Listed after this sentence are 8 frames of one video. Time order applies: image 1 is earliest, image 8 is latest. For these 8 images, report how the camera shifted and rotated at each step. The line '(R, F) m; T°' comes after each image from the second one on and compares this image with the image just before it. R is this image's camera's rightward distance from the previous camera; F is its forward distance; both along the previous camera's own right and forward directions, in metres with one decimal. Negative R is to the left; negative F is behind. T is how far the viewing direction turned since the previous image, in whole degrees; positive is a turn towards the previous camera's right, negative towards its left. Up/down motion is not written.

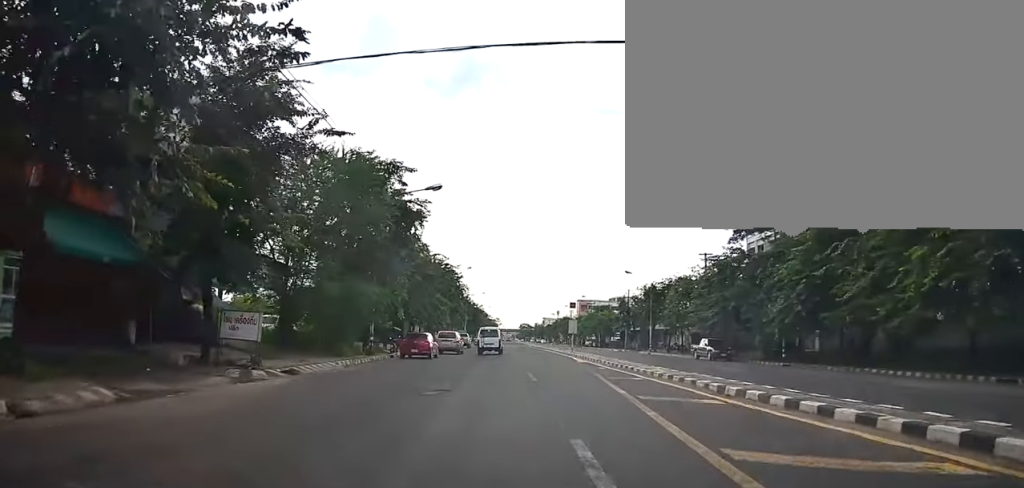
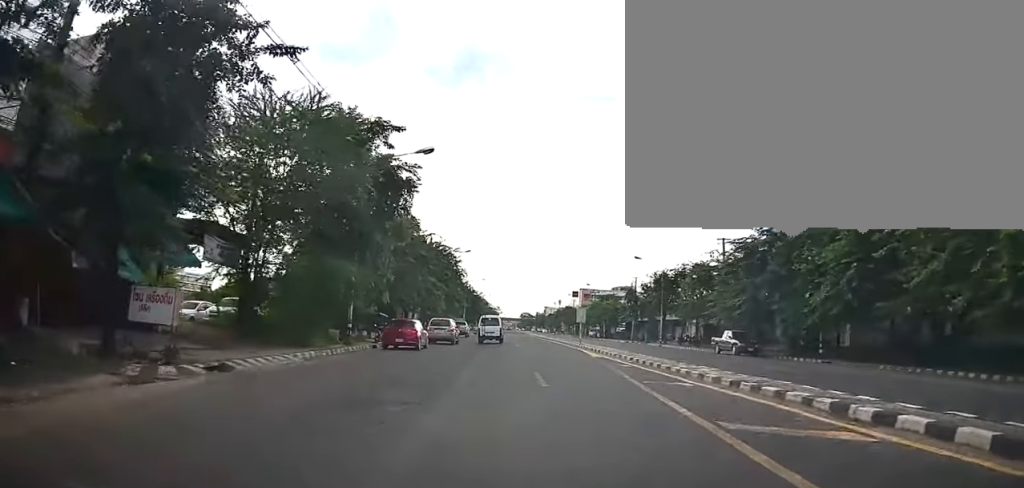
(0.0, +4.5) m; 0°
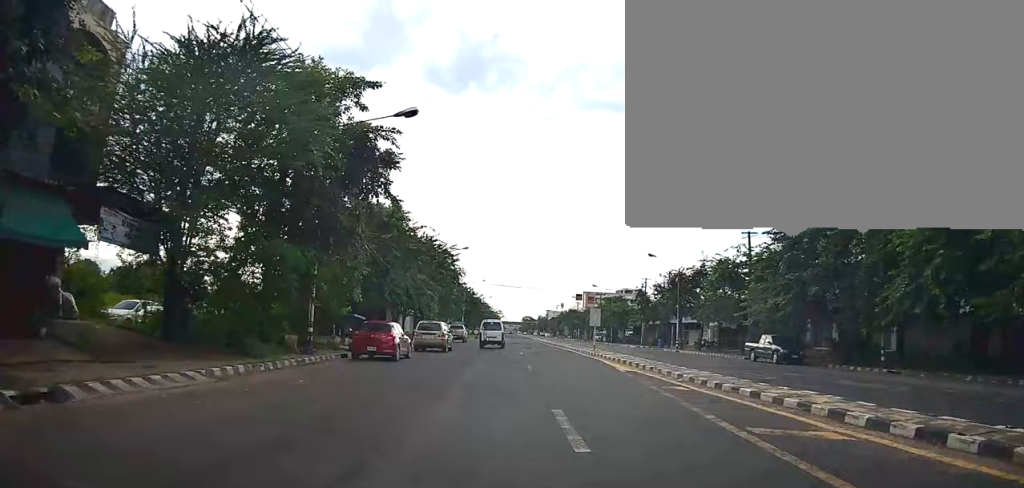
(0.0, +5.6) m; 0°
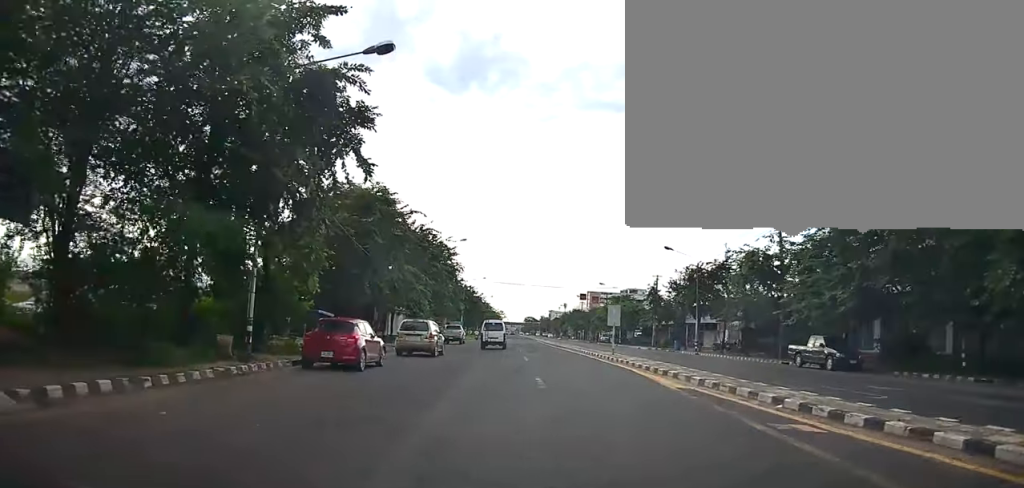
(0.0, +5.4) m; 0°
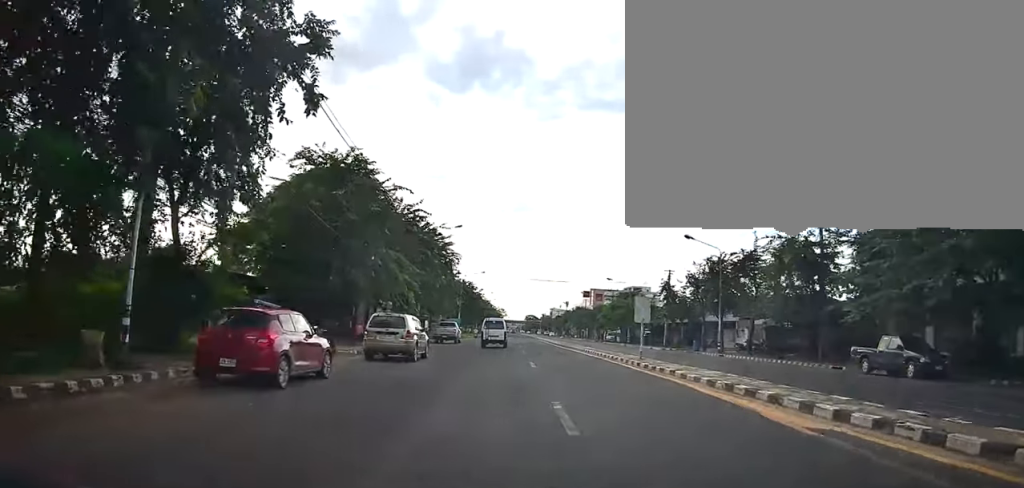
(-0.1, +5.8) m; -1°
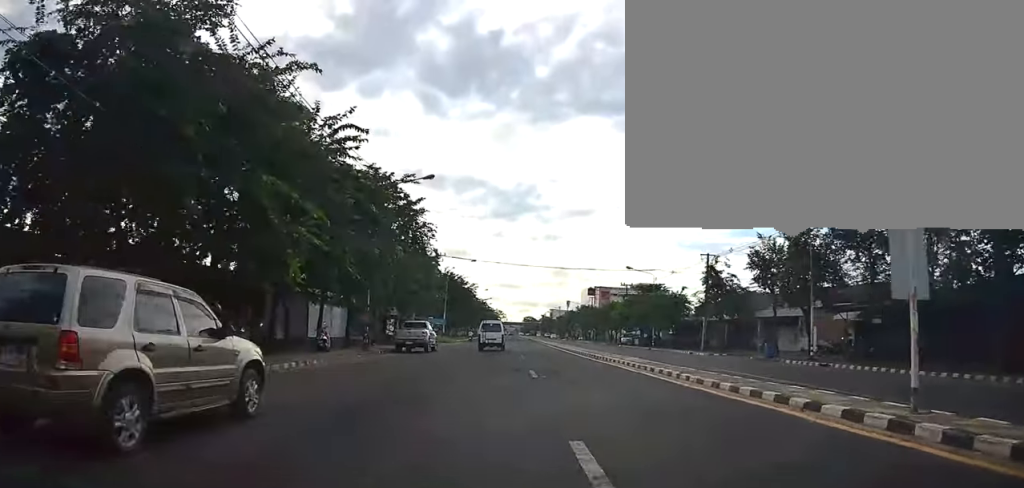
(-0.1, +15.4) m; 0°
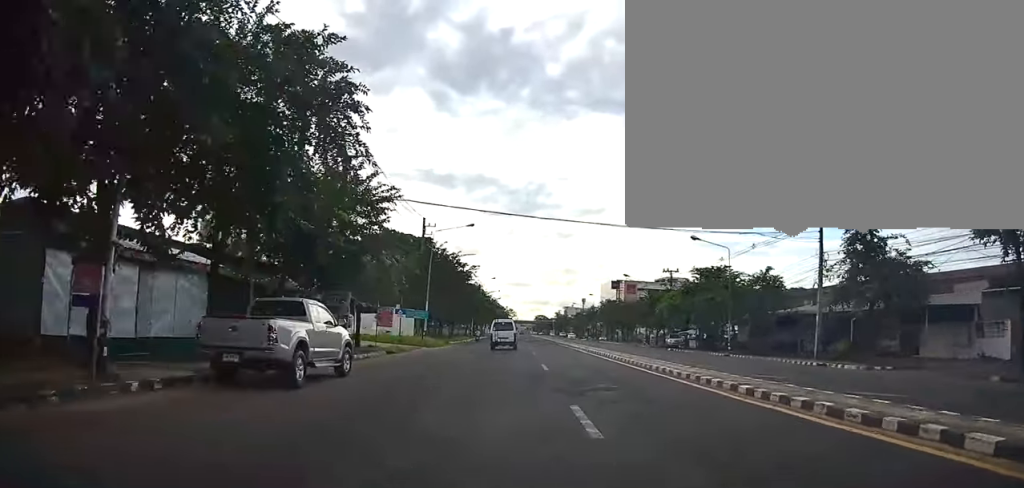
(-0.1, +20.6) m; 0°
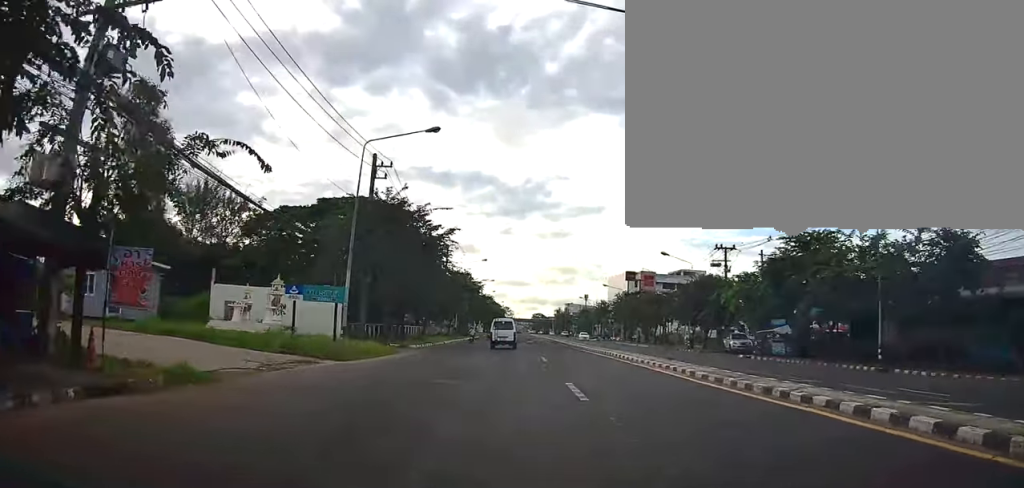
(+0.3, +20.7) m; +1°
